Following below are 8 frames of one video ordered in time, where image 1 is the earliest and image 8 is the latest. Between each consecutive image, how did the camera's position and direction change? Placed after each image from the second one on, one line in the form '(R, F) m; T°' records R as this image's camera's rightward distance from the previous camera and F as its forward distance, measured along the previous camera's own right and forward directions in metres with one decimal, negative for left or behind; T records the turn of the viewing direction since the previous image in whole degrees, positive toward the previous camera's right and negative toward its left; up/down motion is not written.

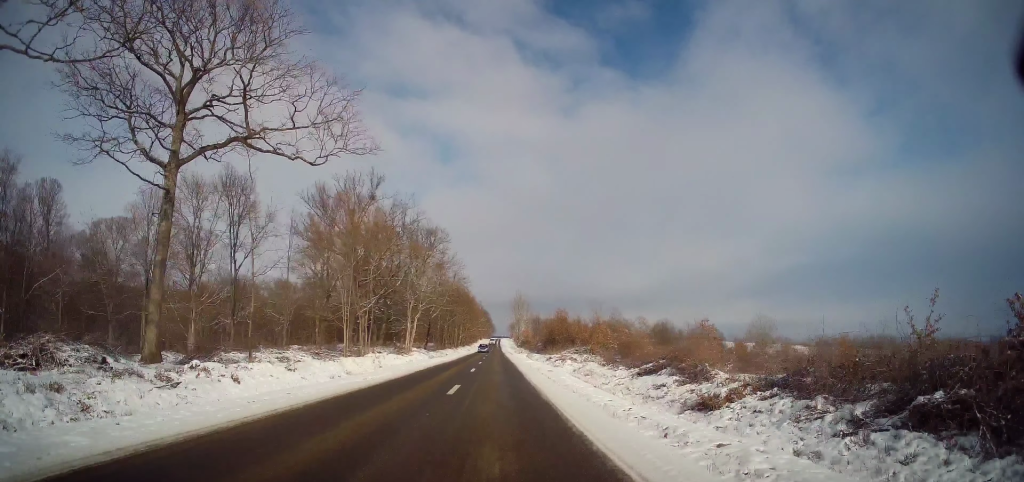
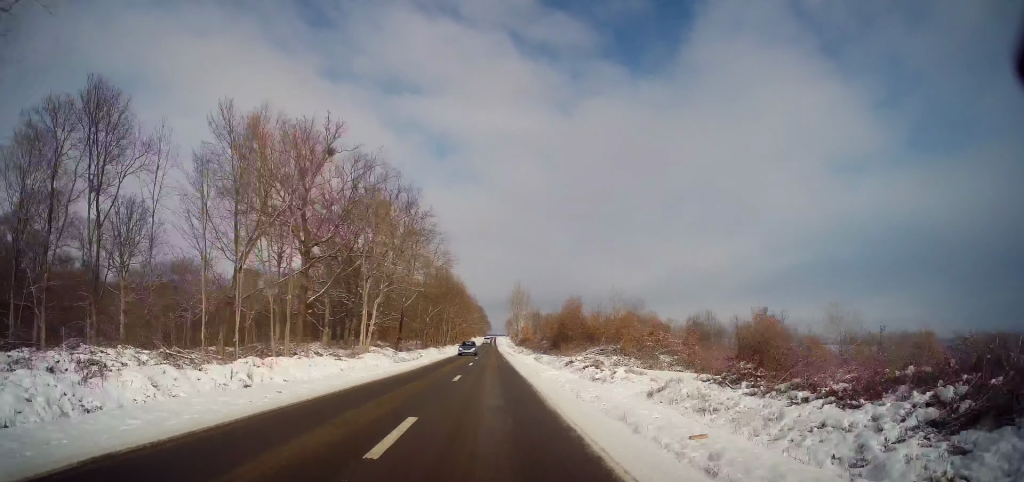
(0.0, +19.7) m; 0°
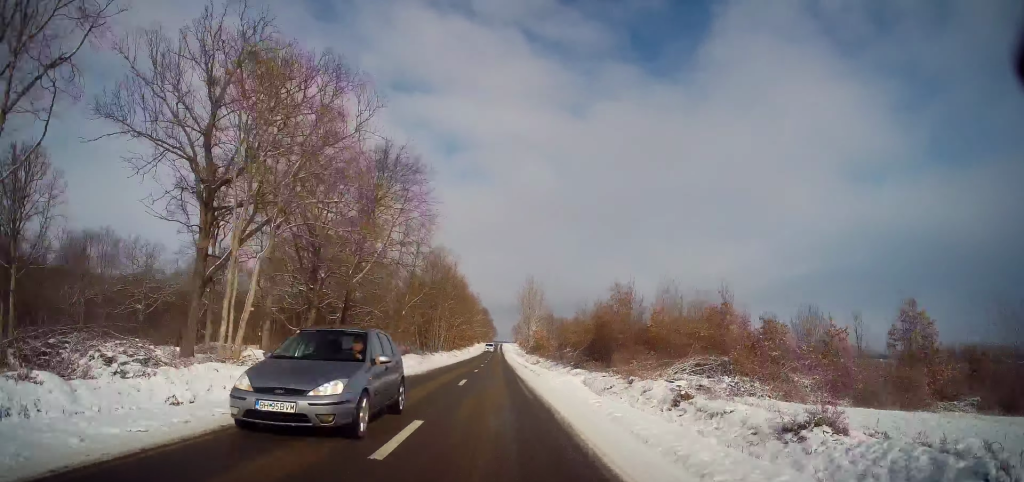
(+0.3, +24.3) m; 0°
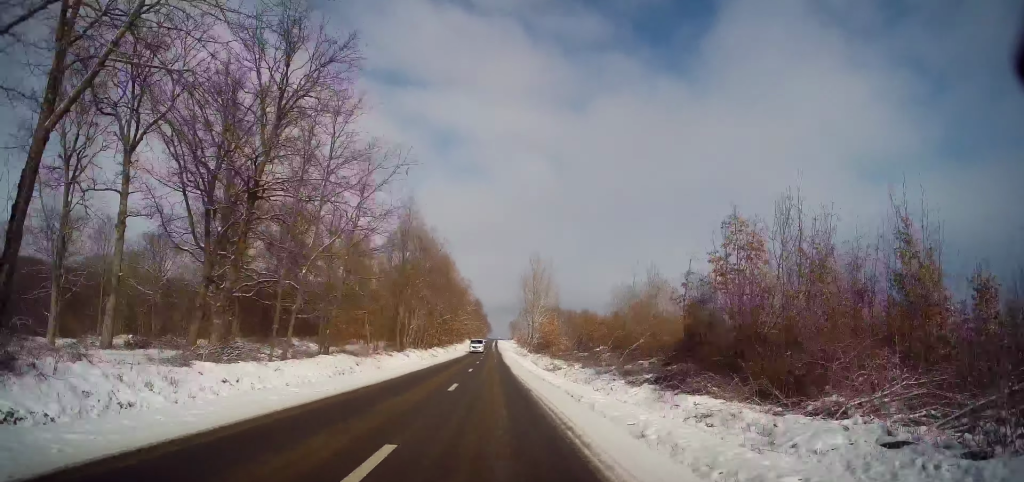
(-0.2, +25.8) m; -1°
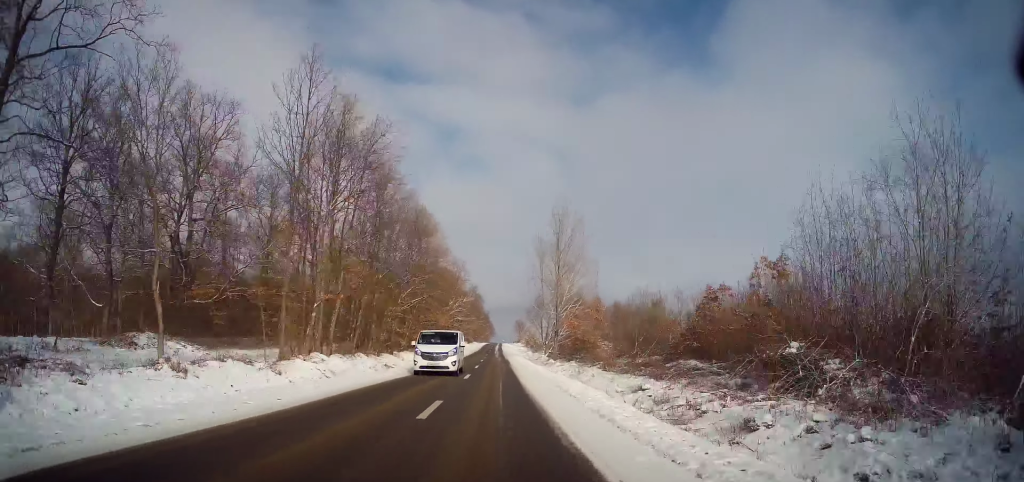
(+0.1, +30.7) m; 0°
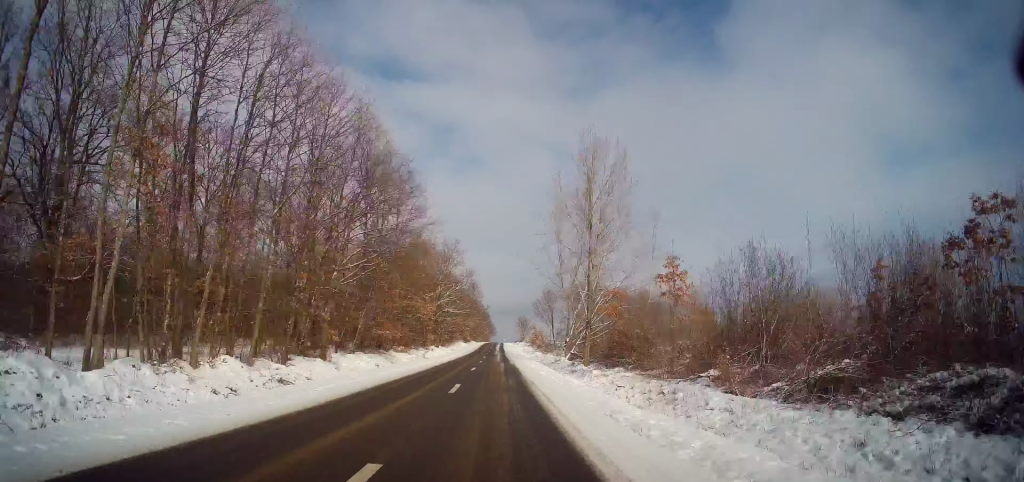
(-0.1, +18.3) m; 0°
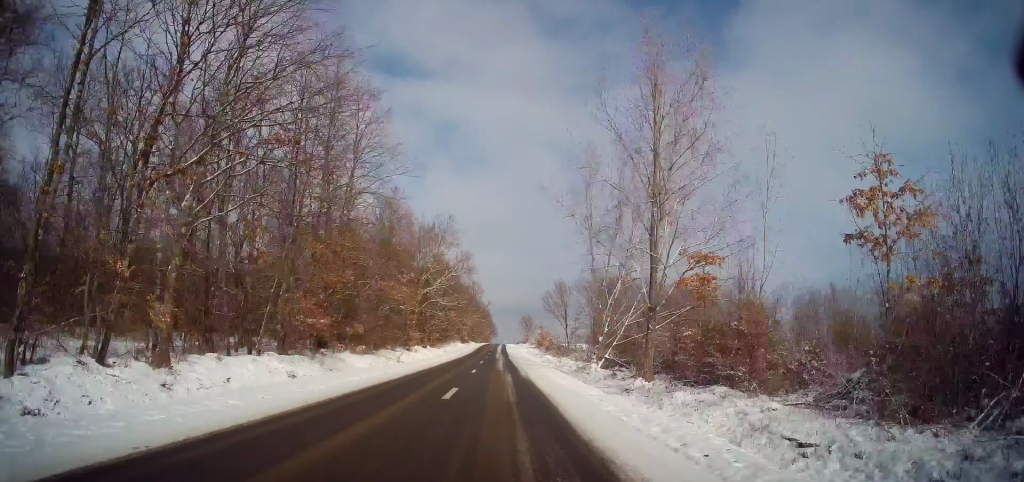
(-0.1, +14.3) m; 0°
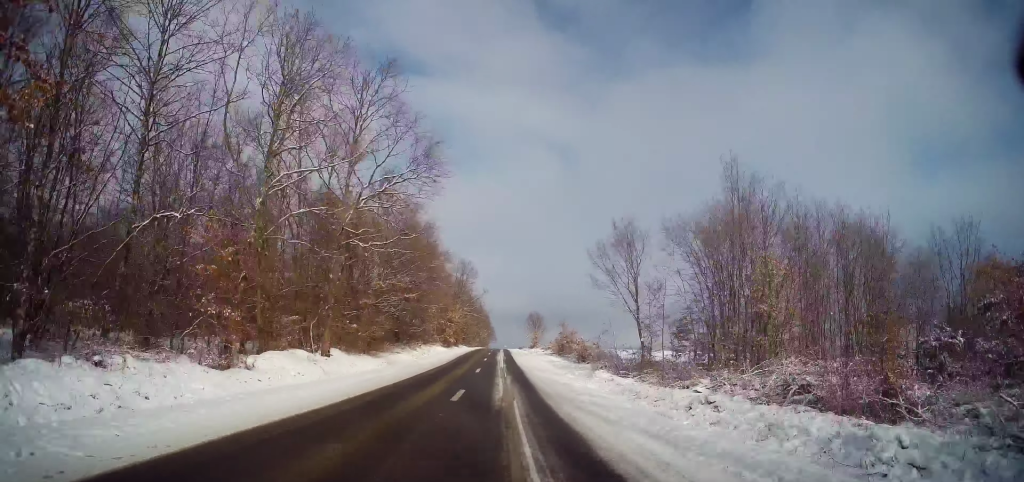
(+0.2, +35.2) m; 0°
